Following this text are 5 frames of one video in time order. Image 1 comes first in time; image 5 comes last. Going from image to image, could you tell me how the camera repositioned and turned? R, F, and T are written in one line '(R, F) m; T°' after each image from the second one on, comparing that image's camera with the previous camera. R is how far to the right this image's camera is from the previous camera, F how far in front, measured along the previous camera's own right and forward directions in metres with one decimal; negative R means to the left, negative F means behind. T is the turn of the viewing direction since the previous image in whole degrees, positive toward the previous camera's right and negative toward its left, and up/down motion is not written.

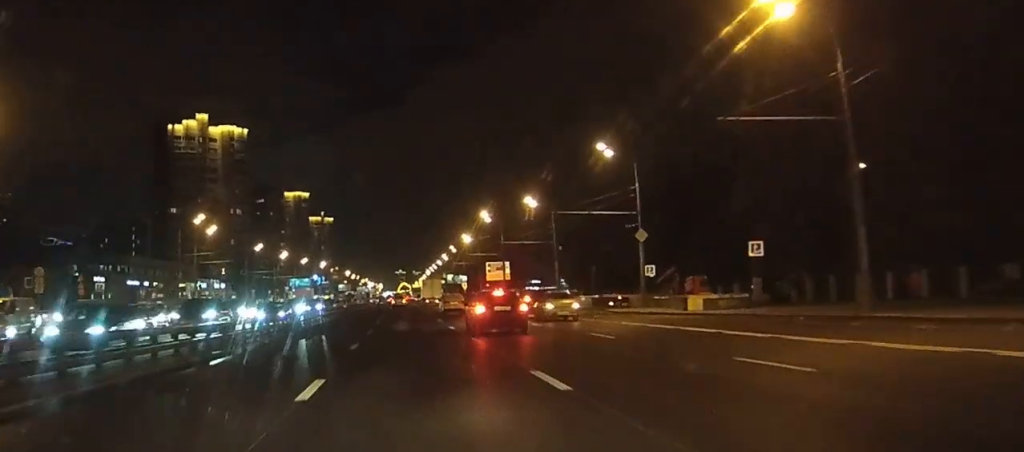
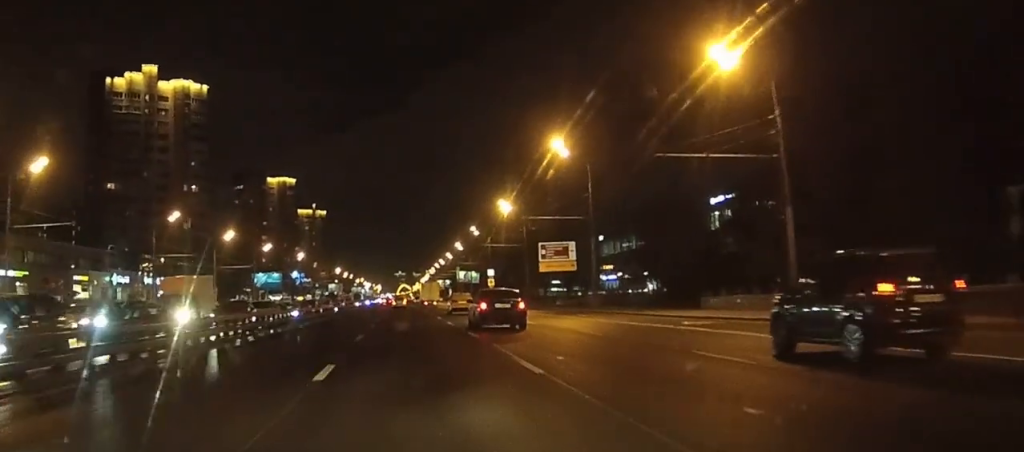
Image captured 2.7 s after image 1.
(-0.1, +56.9) m; 0°
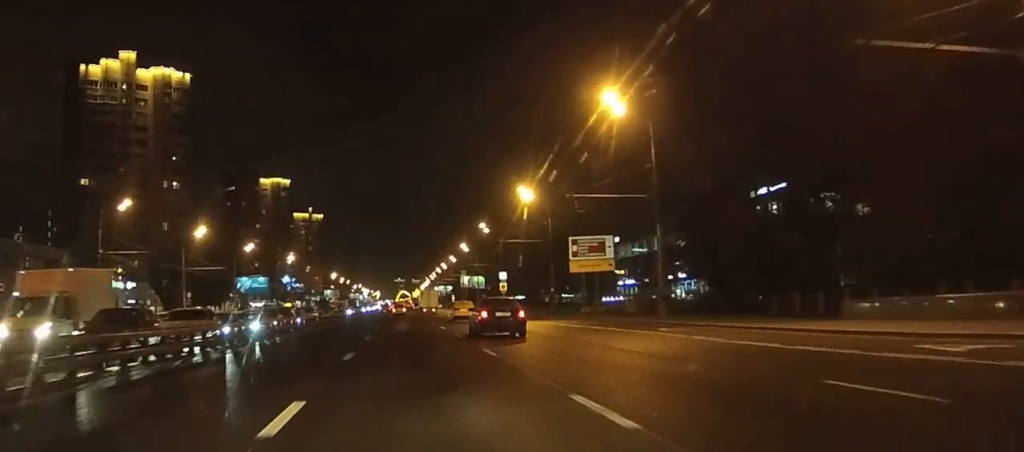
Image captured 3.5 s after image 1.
(+0.2, +17.2) m; 0°
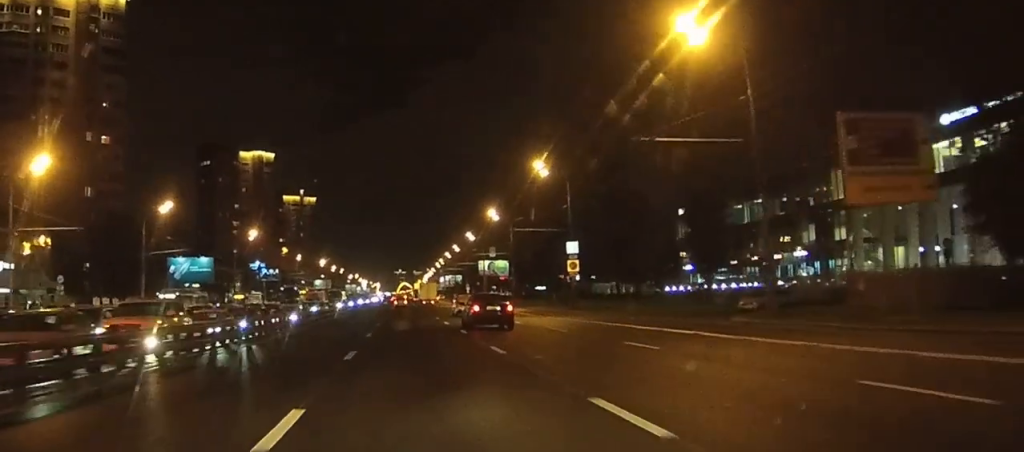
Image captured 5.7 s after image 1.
(-0.6, +47.8) m; 0°
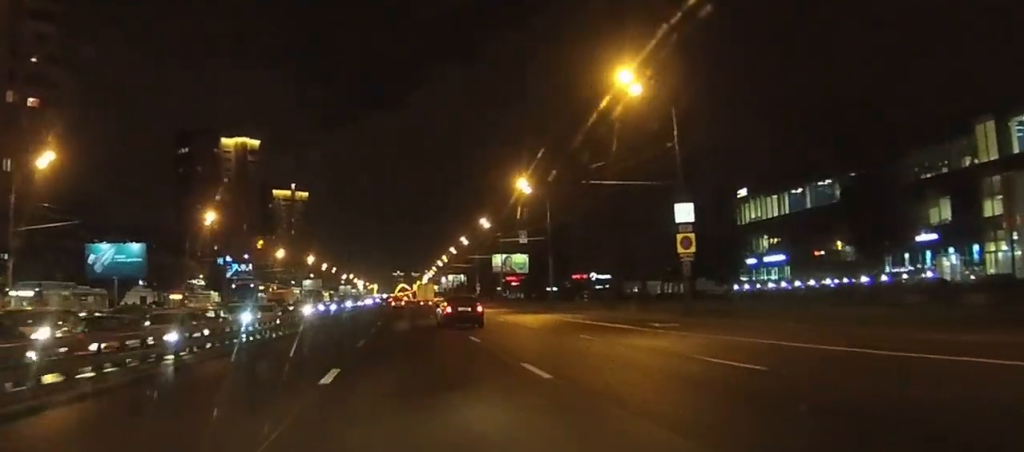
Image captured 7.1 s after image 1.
(+0.1, +29.2) m; 0°
